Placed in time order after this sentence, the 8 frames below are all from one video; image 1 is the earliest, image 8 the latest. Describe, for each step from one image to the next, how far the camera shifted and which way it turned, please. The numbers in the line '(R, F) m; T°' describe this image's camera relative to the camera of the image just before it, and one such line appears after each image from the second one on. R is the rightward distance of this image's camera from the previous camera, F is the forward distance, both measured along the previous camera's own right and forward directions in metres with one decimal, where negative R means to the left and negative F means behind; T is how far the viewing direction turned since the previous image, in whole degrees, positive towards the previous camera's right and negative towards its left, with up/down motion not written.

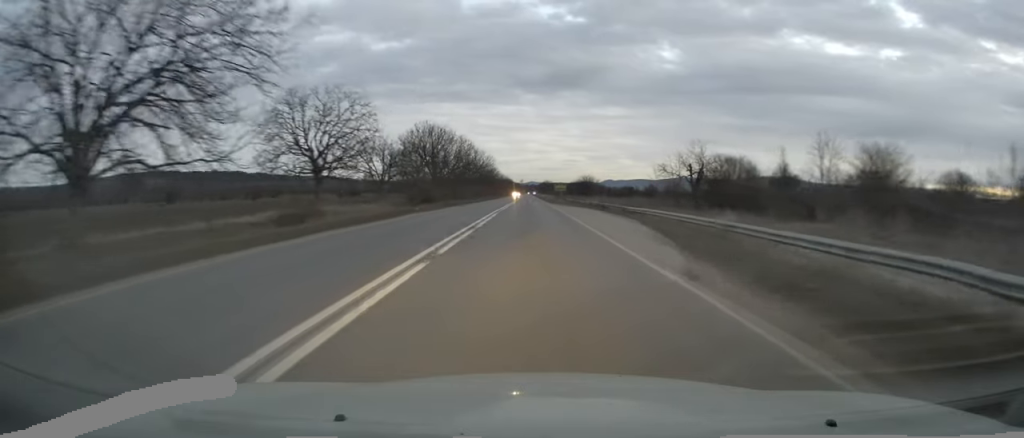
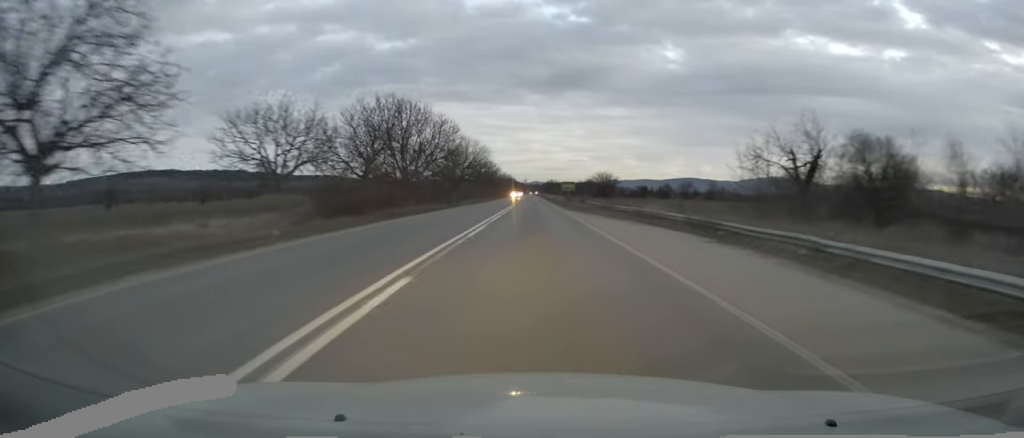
(0.0, +24.6) m; 0°
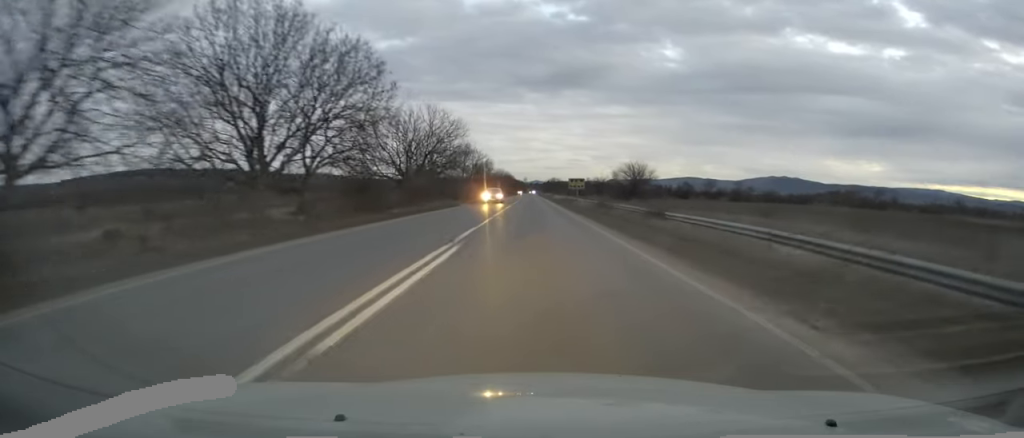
(0.0, +36.3) m; 0°
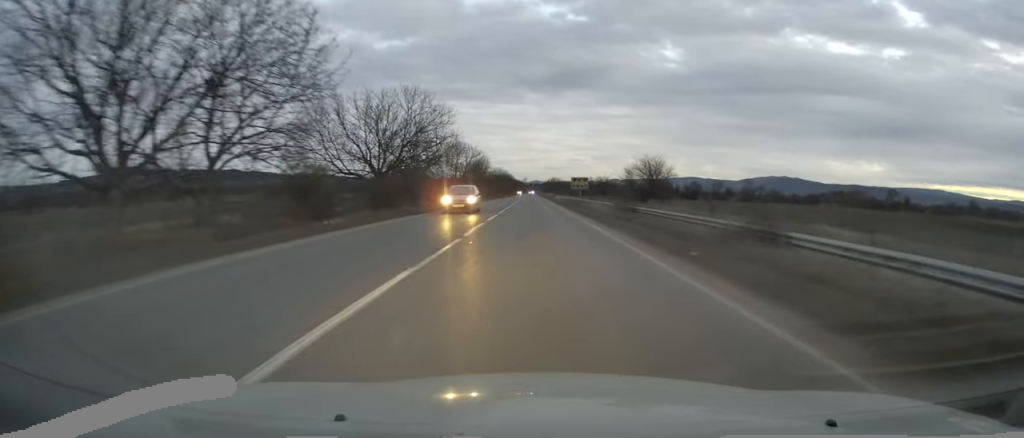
(0.0, +11.7) m; 0°
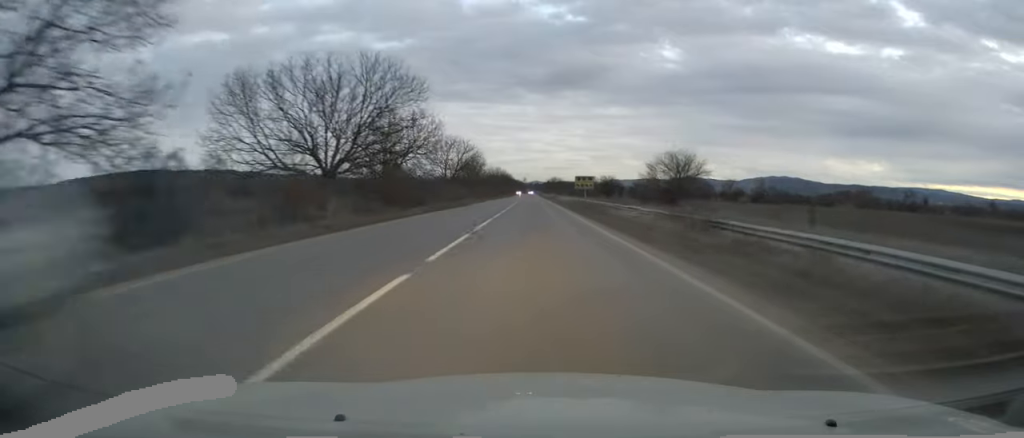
(-0.1, +13.8) m; 0°
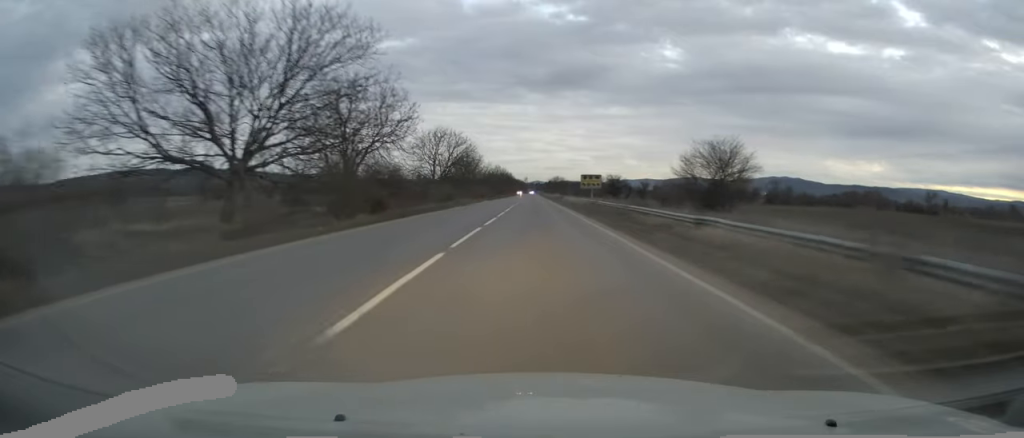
(+0.2, +13.2) m; 0°
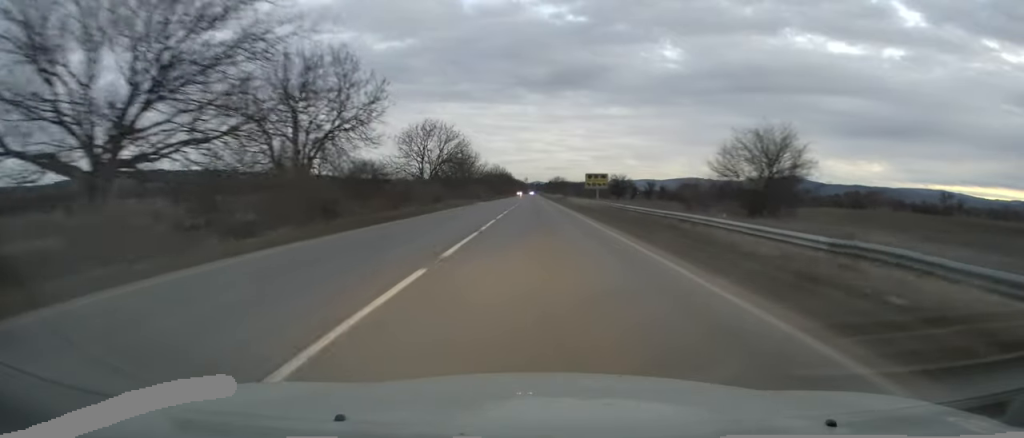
(+0.1, +9.7) m; 0°
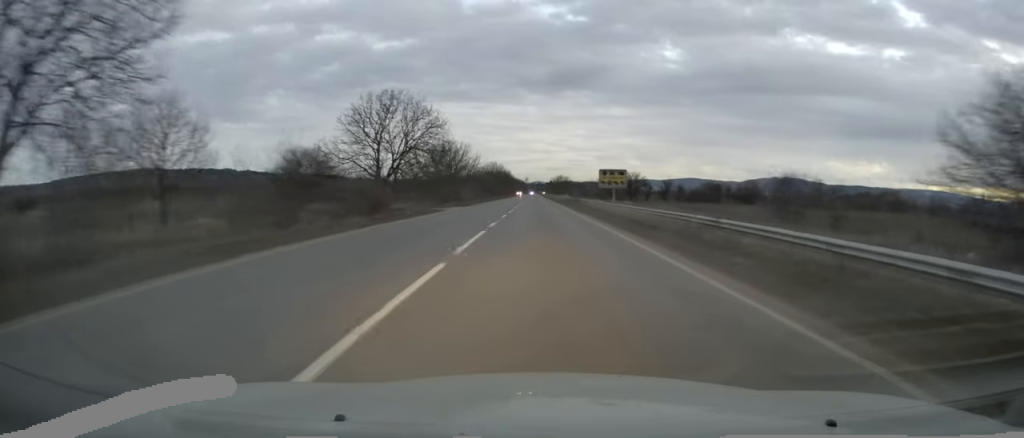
(-0.3, +22.8) m; 0°
